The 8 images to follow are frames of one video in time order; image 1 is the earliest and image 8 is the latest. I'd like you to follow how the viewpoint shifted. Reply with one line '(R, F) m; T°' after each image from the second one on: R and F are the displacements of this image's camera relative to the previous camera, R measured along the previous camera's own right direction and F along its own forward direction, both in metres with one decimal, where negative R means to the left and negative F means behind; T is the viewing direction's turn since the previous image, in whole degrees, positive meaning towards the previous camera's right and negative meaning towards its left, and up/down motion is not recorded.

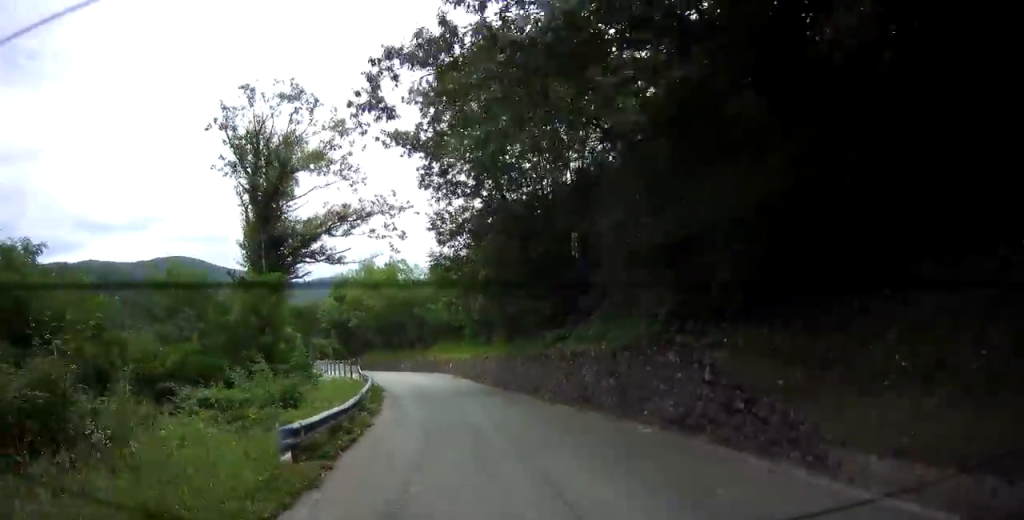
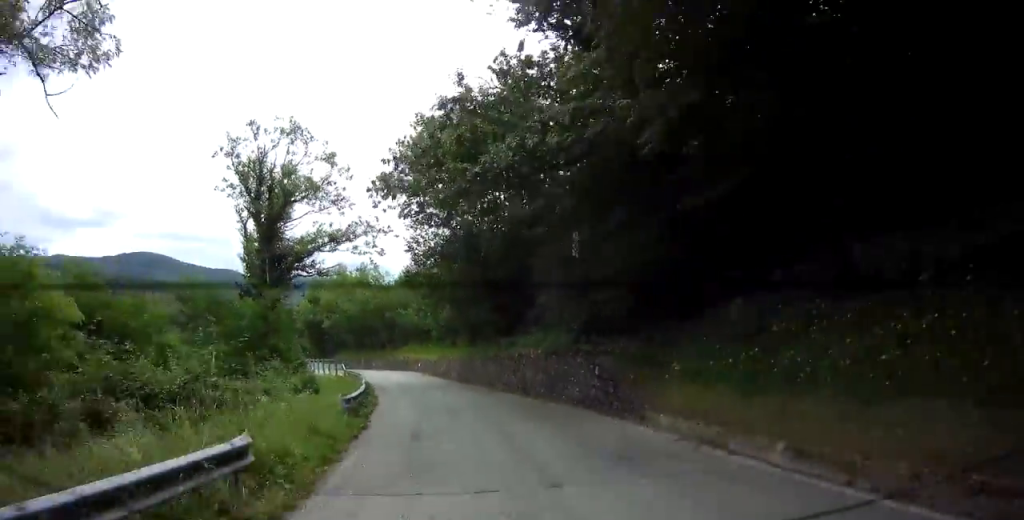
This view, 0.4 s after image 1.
(-0.1, +5.5) m; +3°
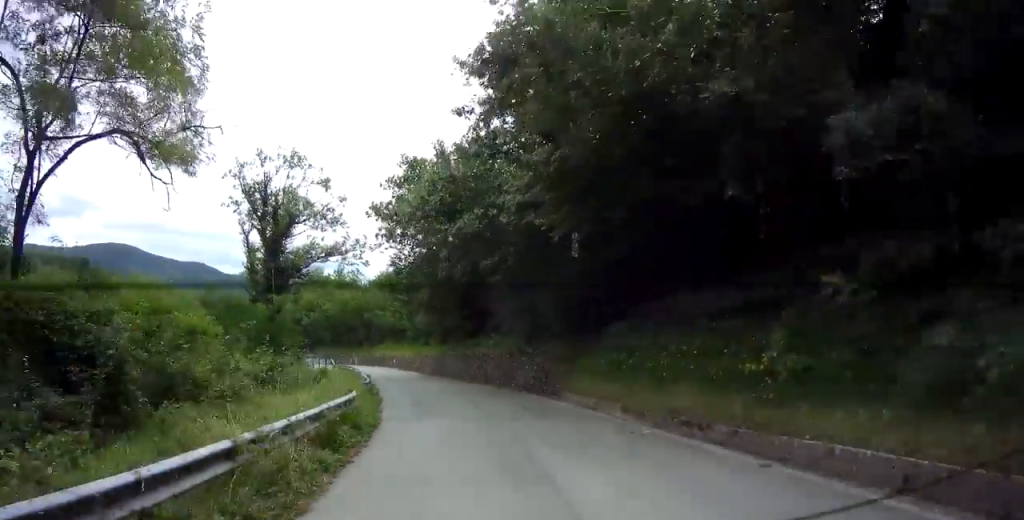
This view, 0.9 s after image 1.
(+0.5, +6.2) m; +3°
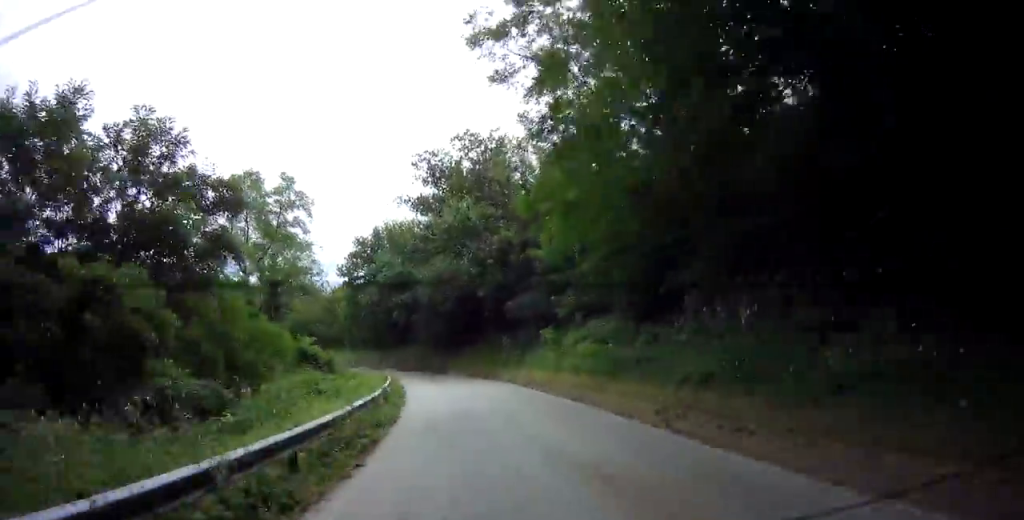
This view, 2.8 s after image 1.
(+2.2, +22.9) m; +10°
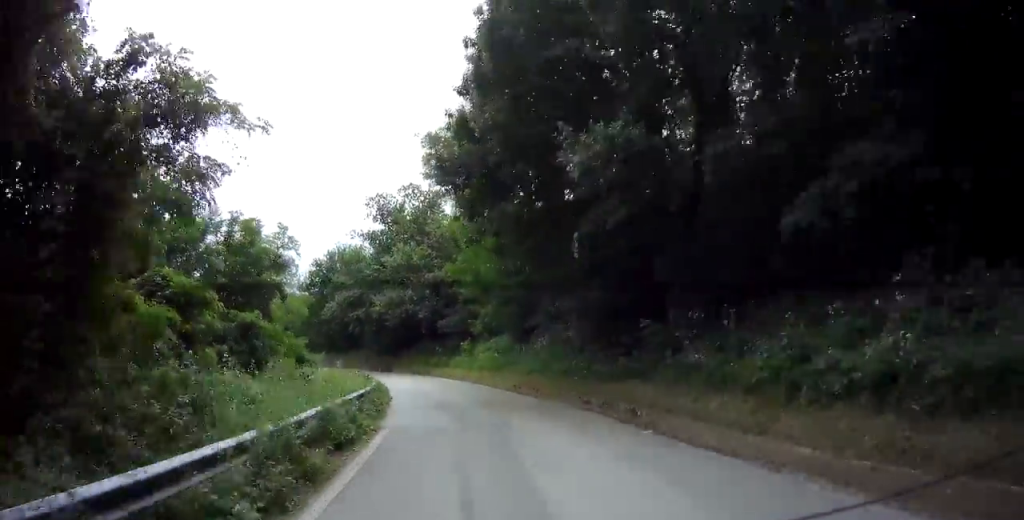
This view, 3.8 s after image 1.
(+0.5, +12.1) m; +9°
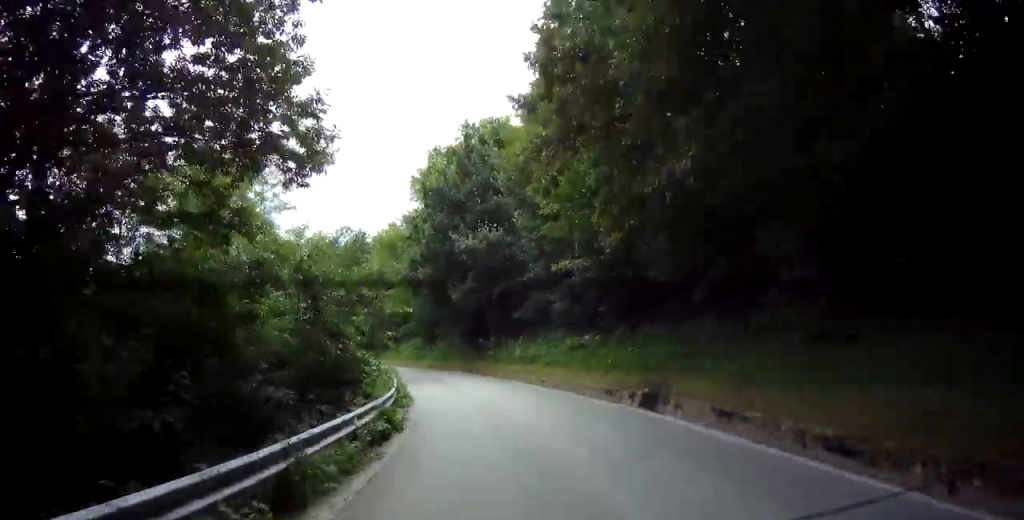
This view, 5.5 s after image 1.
(+3.9, +18.9) m; +9°
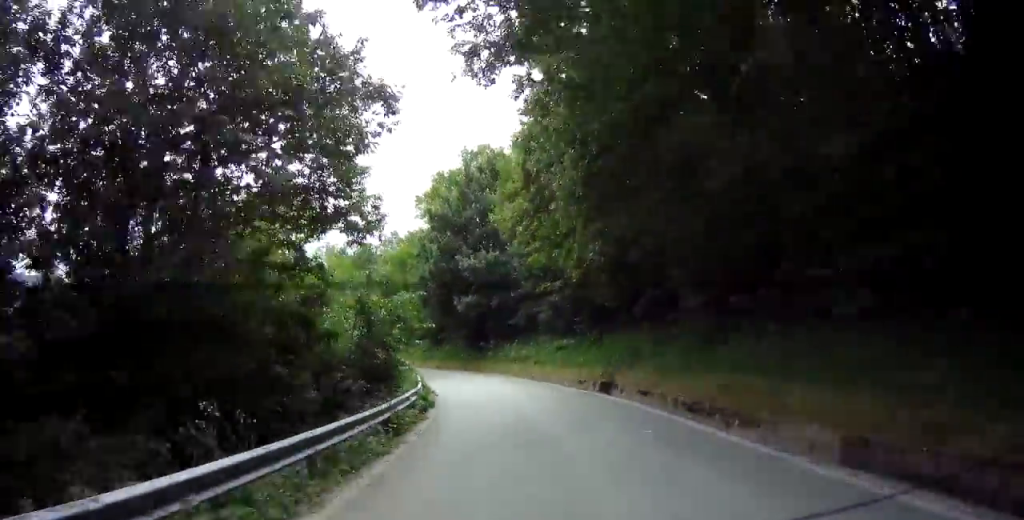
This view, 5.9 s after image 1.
(-1.0, +4.9) m; -4°
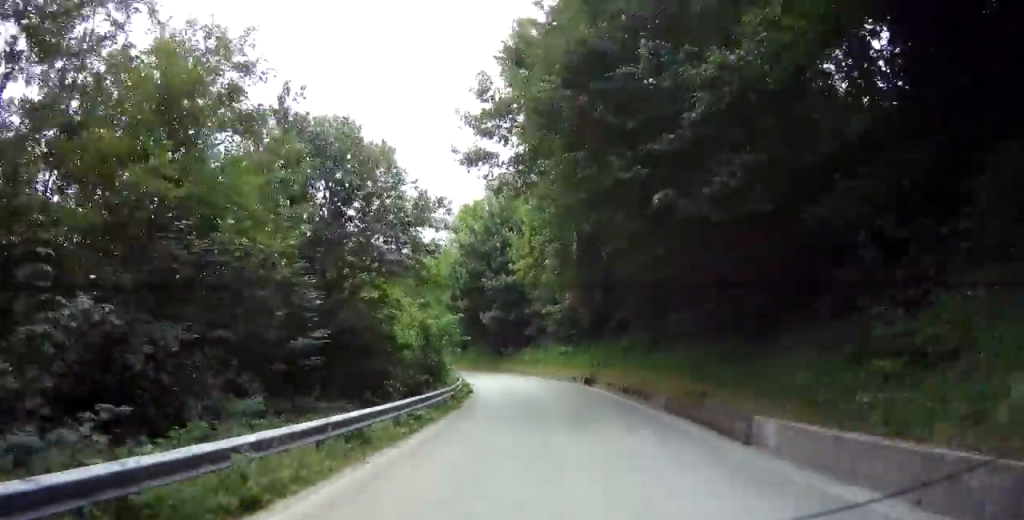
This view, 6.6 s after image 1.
(-0.8, +8.0) m; -4°
